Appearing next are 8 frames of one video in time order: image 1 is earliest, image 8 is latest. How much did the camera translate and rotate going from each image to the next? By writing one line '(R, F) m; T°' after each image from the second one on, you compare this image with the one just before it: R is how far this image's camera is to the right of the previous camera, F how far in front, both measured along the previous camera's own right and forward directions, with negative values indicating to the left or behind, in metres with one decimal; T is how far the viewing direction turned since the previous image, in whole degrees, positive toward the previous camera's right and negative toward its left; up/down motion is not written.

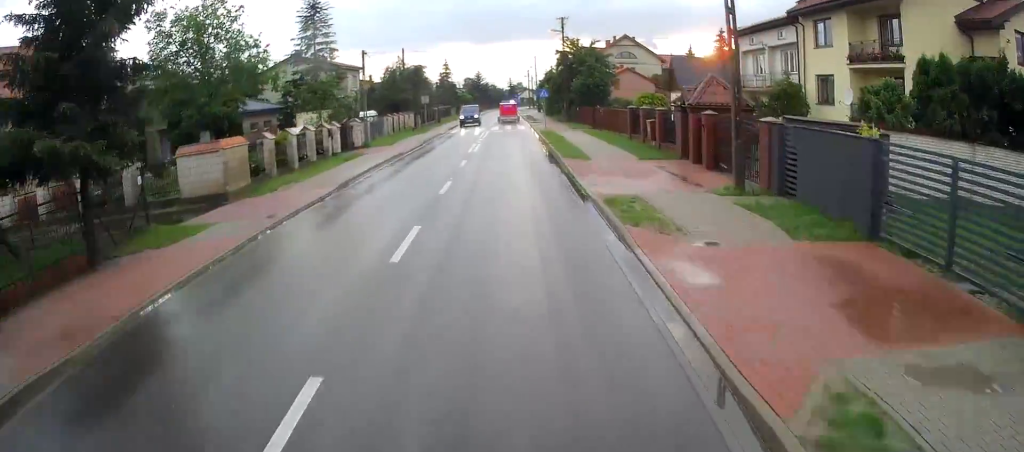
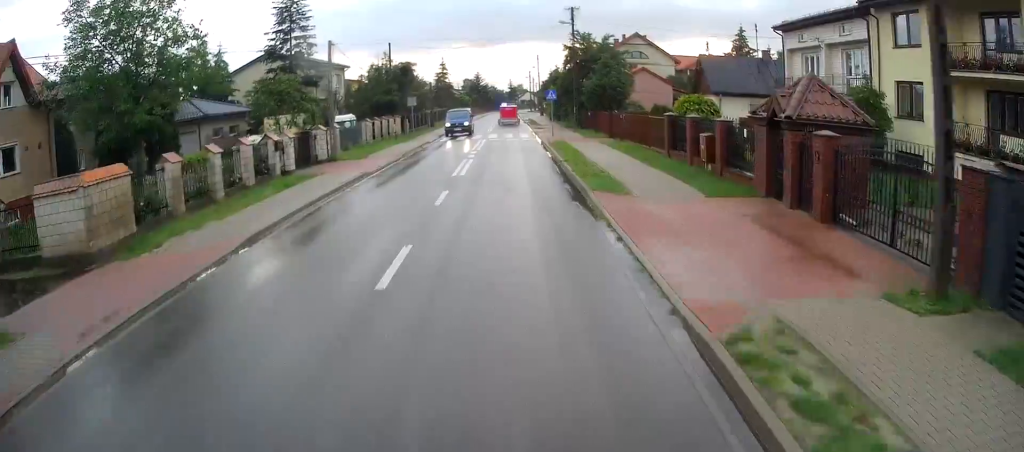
(-0.1, +6.7) m; -1°
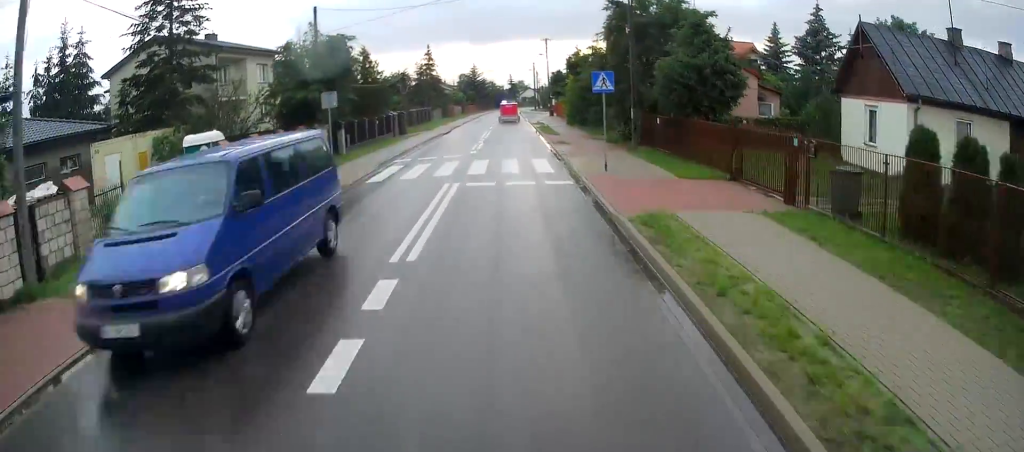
(-0.6, +19.2) m; -1°
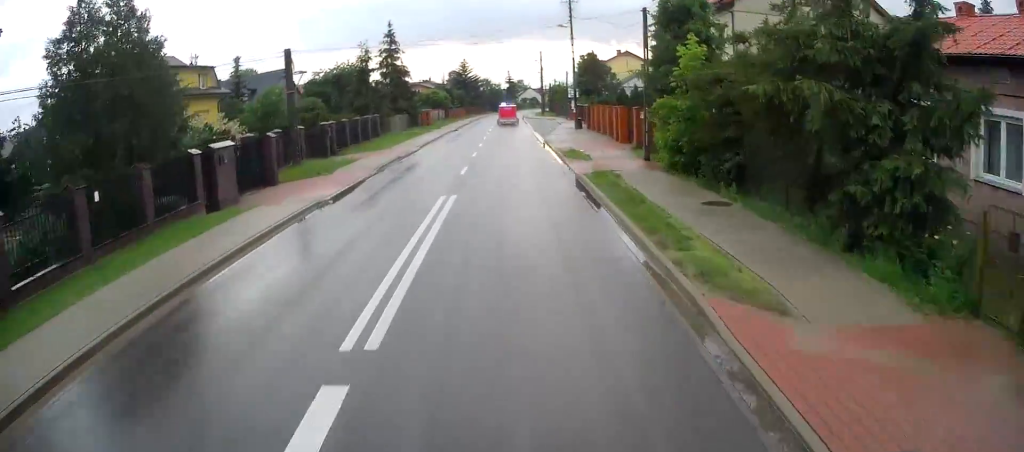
(+0.4, +27.8) m; +1°
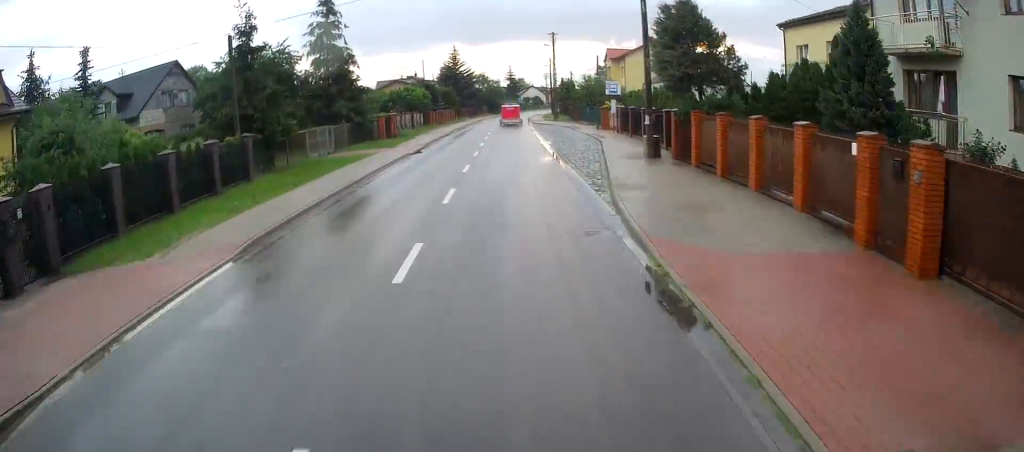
(-0.1, +22.0) m; +1°
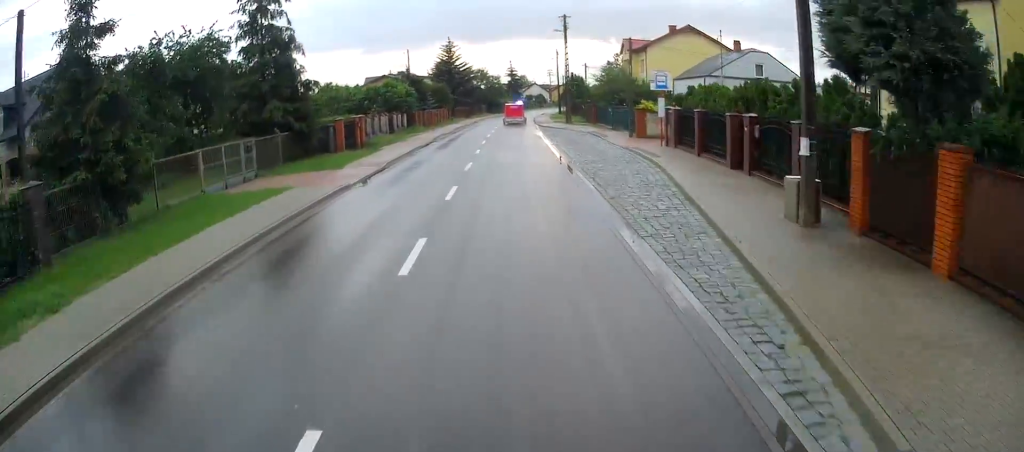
(+0.2, +11.2) m; 0°
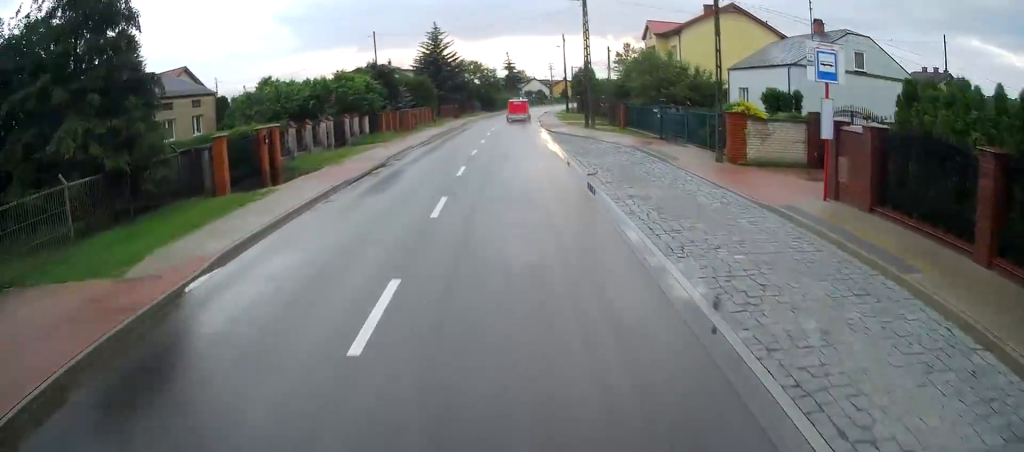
(+0.1, +13.9) m; -1°
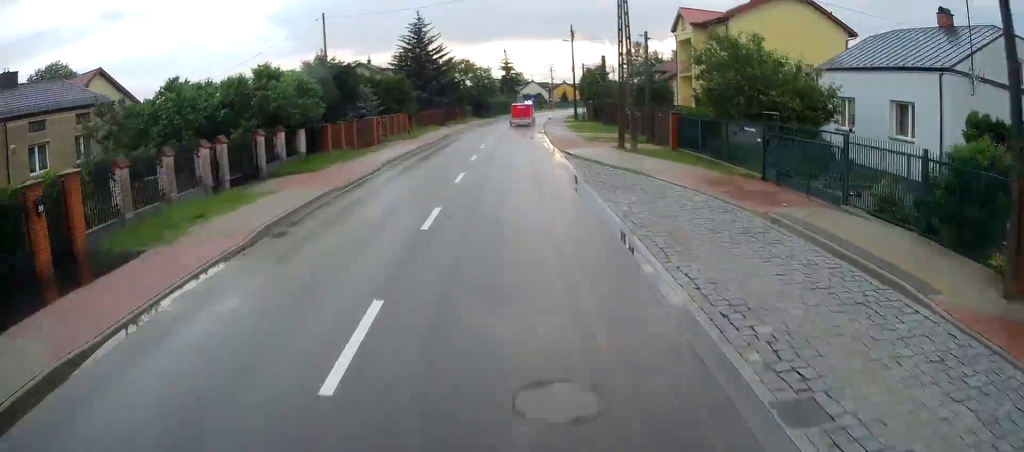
(-0.3, +12.3) m; -1°
